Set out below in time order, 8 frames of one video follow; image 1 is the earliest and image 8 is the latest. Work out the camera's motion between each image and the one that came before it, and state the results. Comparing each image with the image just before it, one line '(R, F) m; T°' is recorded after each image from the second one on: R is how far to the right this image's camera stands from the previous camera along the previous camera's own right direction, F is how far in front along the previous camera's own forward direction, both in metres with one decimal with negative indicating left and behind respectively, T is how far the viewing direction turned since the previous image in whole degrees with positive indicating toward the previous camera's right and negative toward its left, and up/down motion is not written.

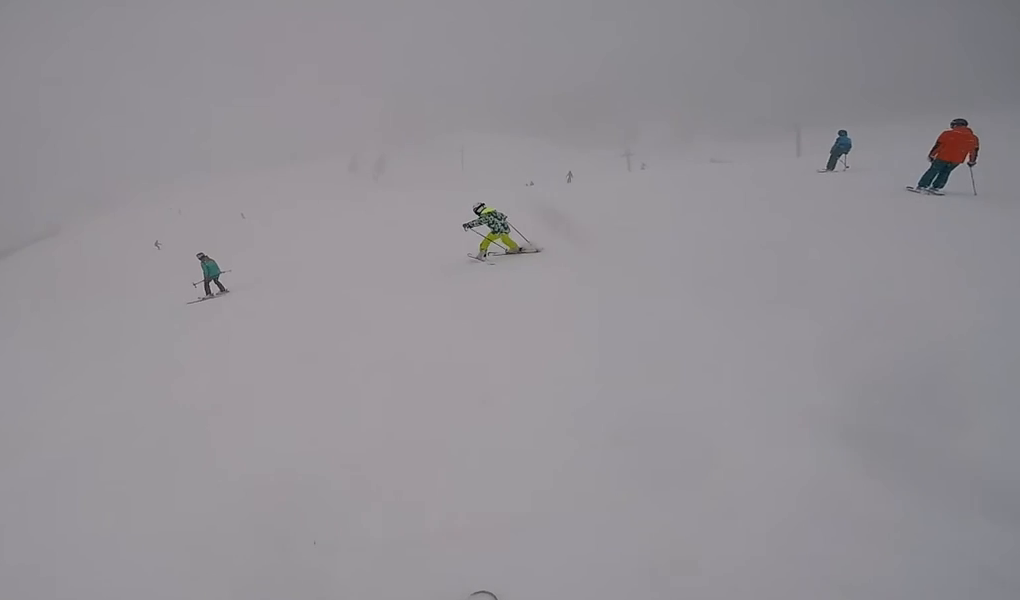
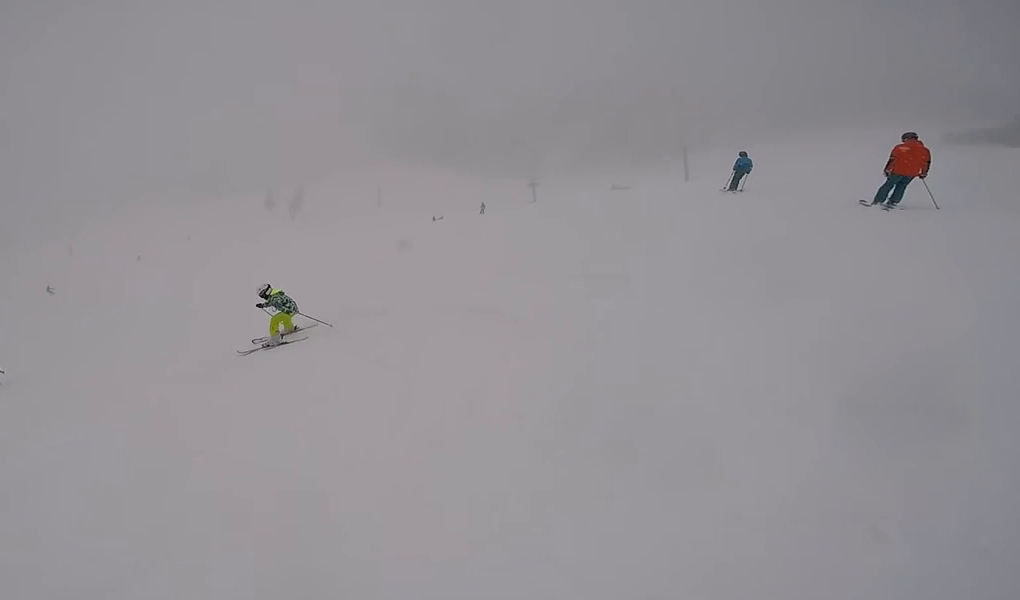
(-0.5, +2.8) m; -3°
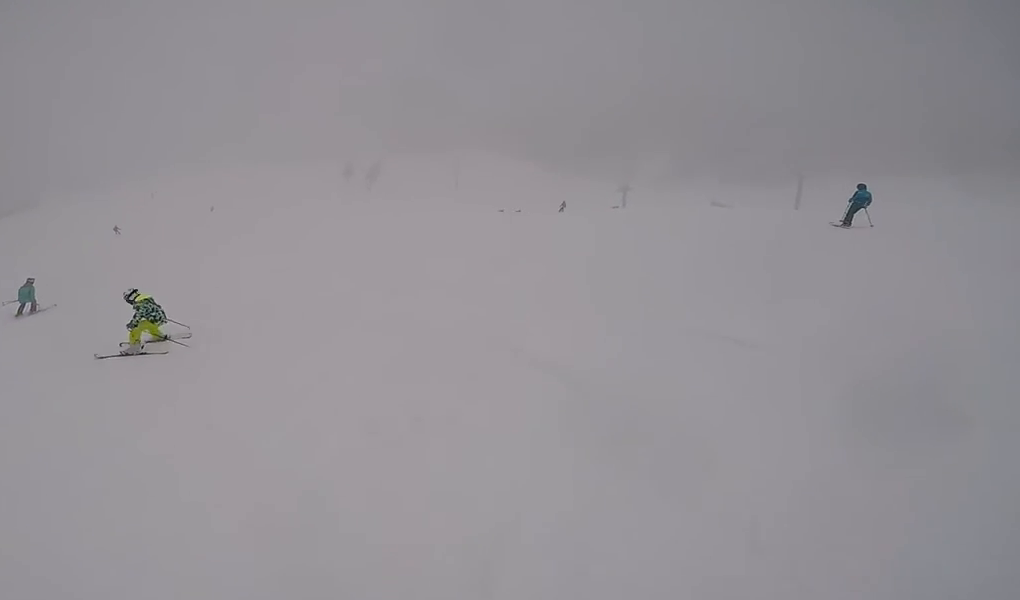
(-0.6, +1.8) m; 0°
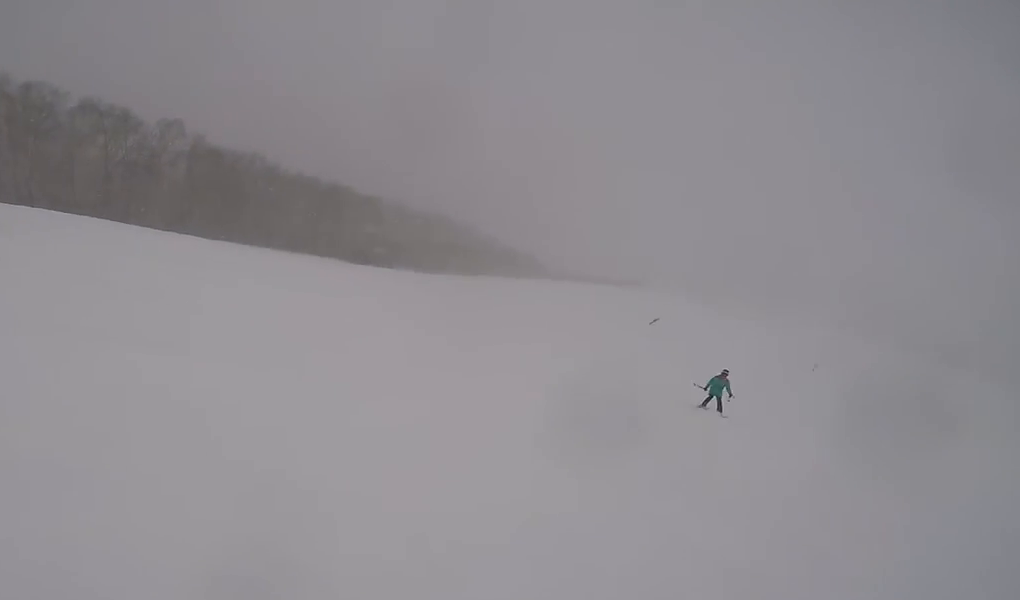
(-2.3, +5.1) m; -69°
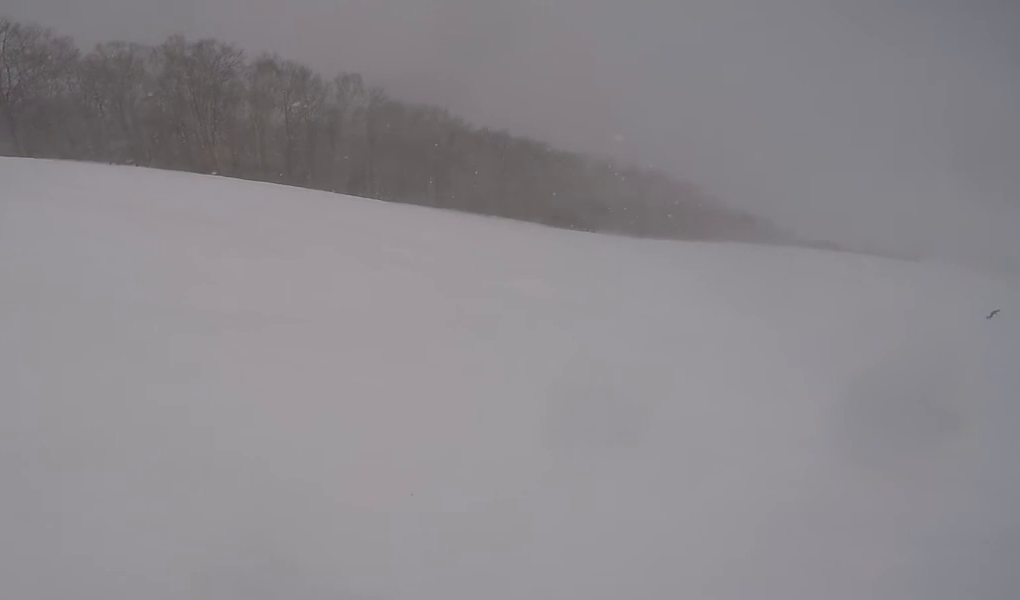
(-0.5, +6.6) m; -4°
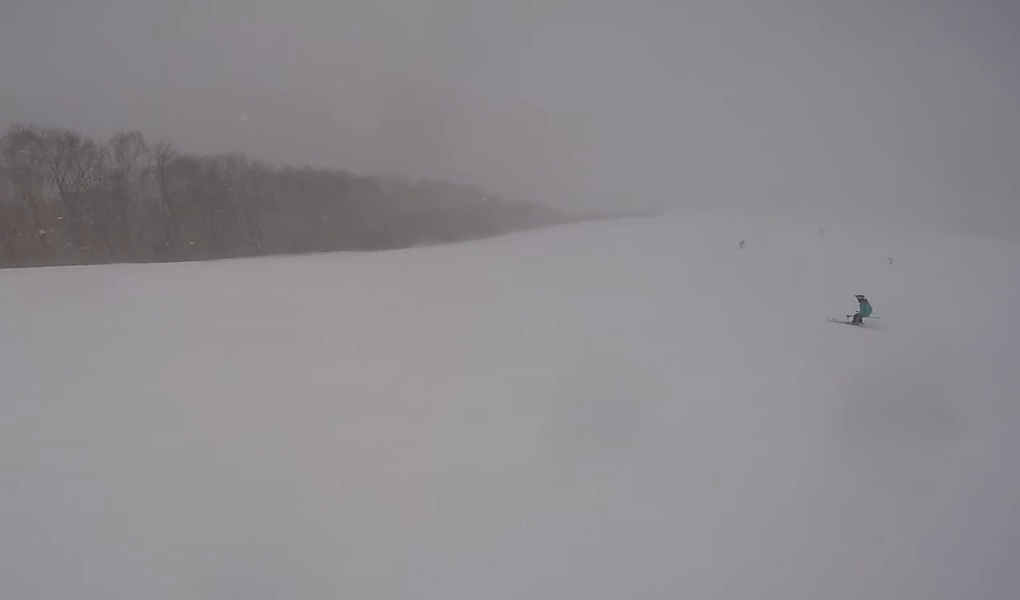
(0.0, +1.8) m; +10°
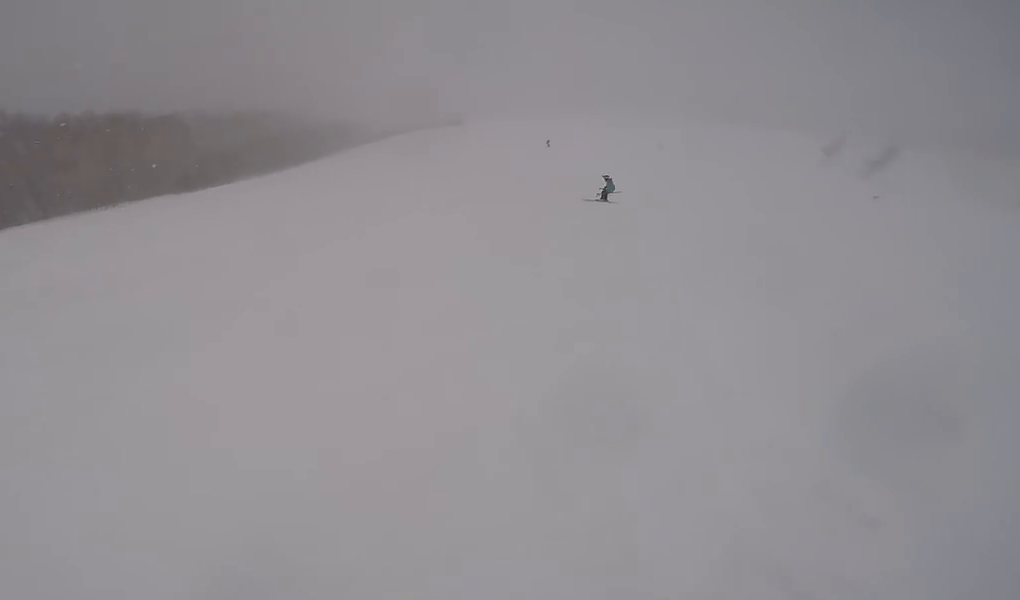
(-0.1, +2.9) m; +22°
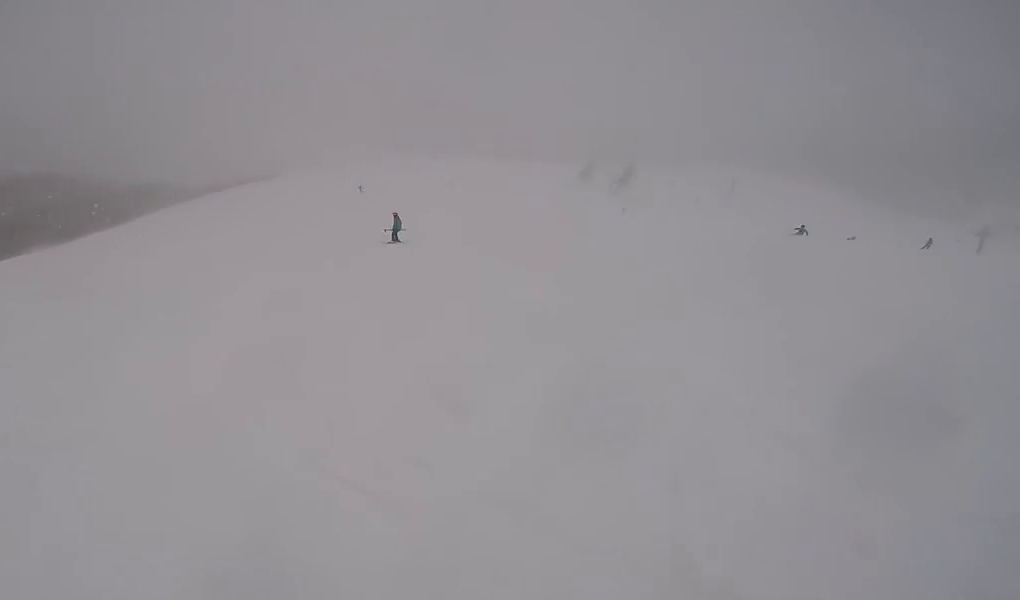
(+0.7, +1.6) m; +20°
